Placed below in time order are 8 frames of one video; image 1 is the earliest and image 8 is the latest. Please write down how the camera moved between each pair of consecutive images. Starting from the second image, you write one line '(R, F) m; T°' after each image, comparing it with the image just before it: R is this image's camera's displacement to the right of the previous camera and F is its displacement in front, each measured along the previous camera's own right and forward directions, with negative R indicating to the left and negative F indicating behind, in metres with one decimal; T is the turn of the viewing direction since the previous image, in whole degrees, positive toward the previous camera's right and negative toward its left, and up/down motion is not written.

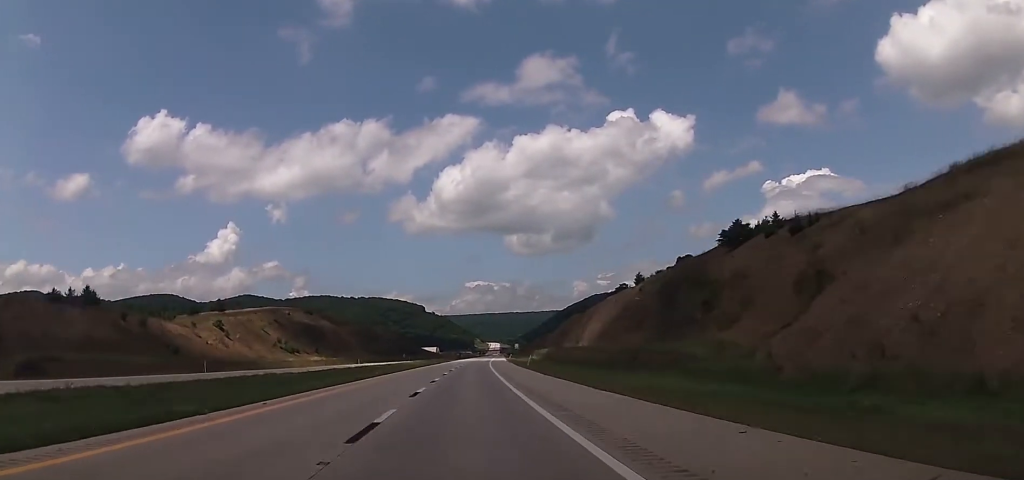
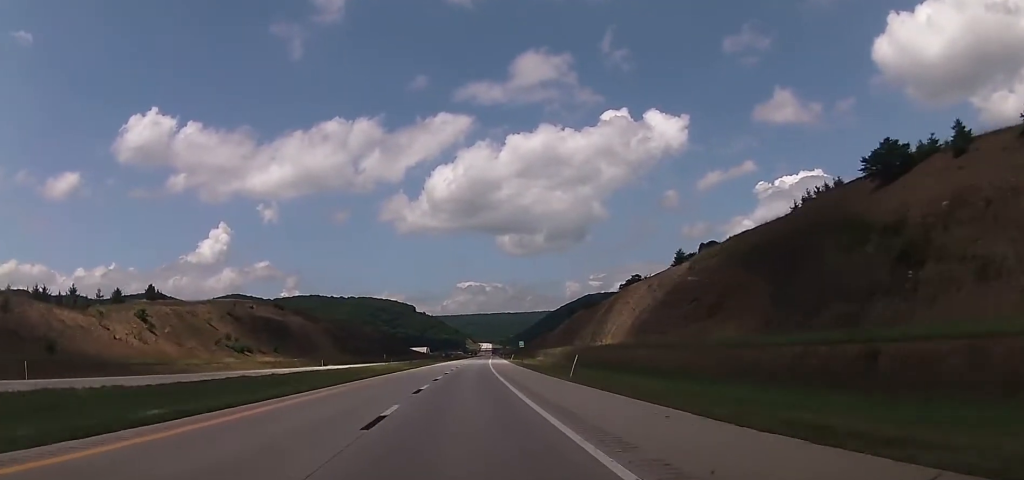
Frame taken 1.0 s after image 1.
(-0.3, +33.9) m; +1°
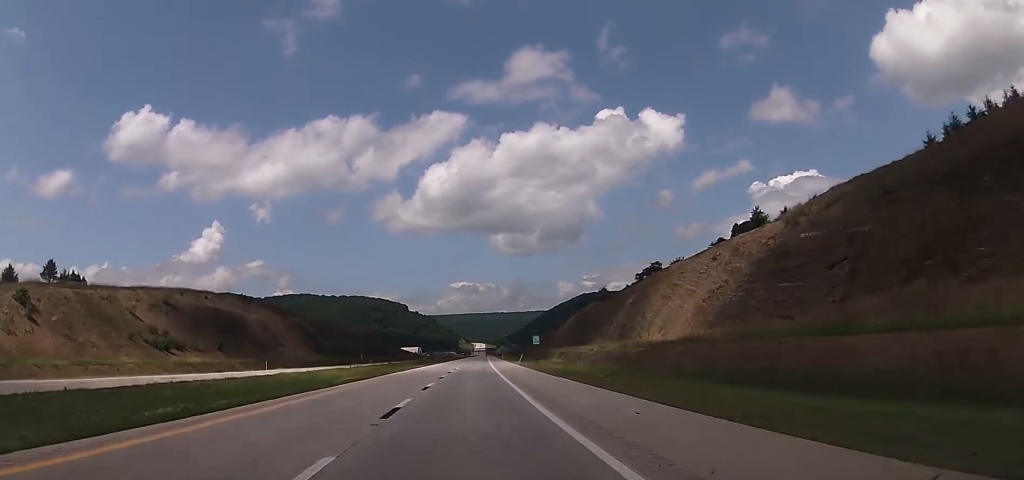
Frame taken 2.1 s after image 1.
(+0.7, +34.0) m; +2°
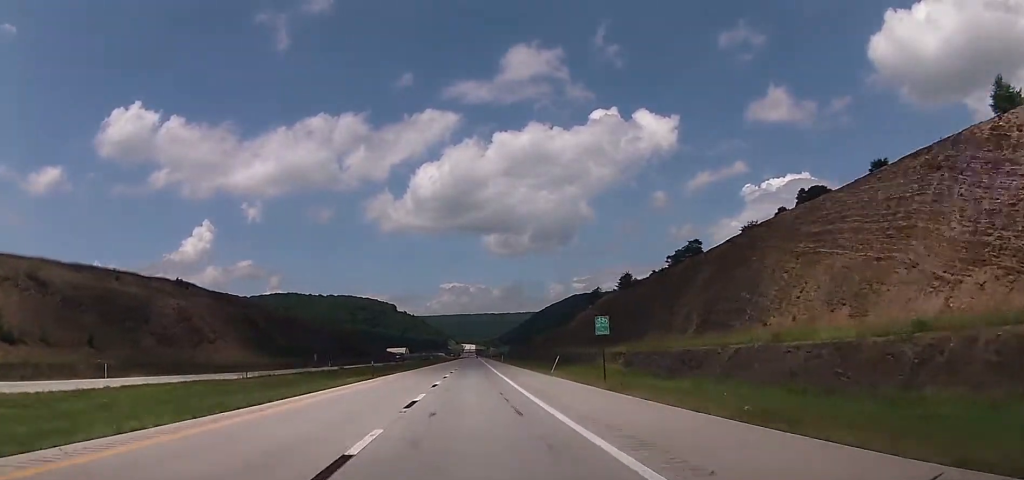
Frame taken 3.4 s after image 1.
(+0.2, +45.0) m; 0°
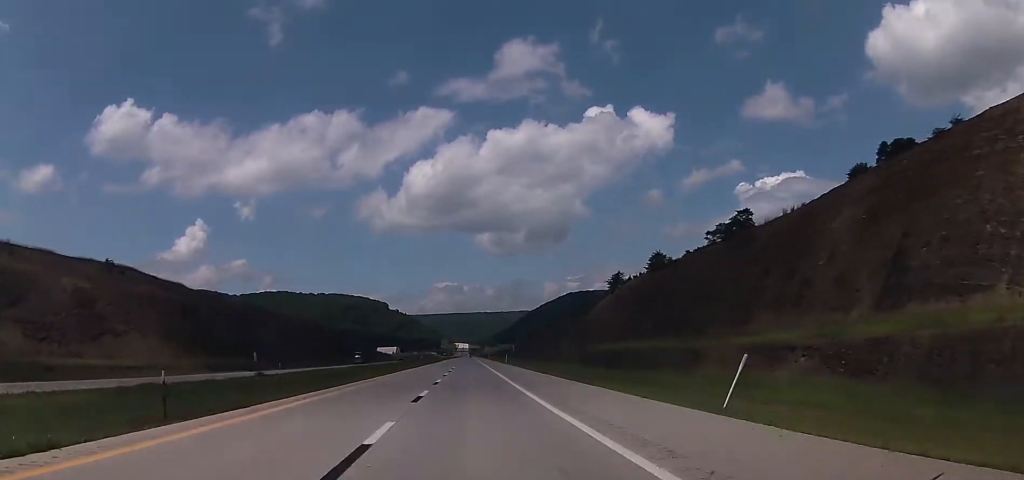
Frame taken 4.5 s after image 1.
(0.0, +35.1) m; +1°
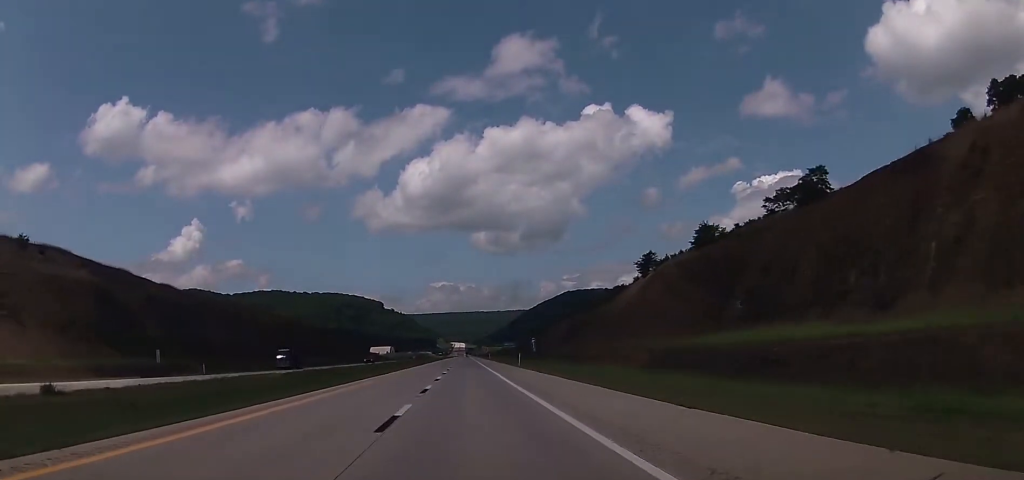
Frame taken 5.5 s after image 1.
(+0.3, +31.9) m; +1°
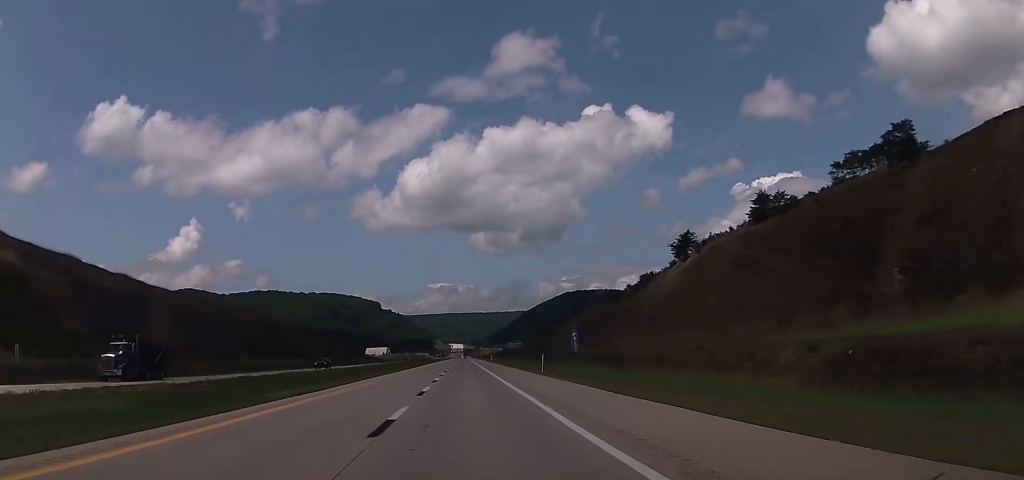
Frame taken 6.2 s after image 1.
(+0.2, +24.2) m; 0°
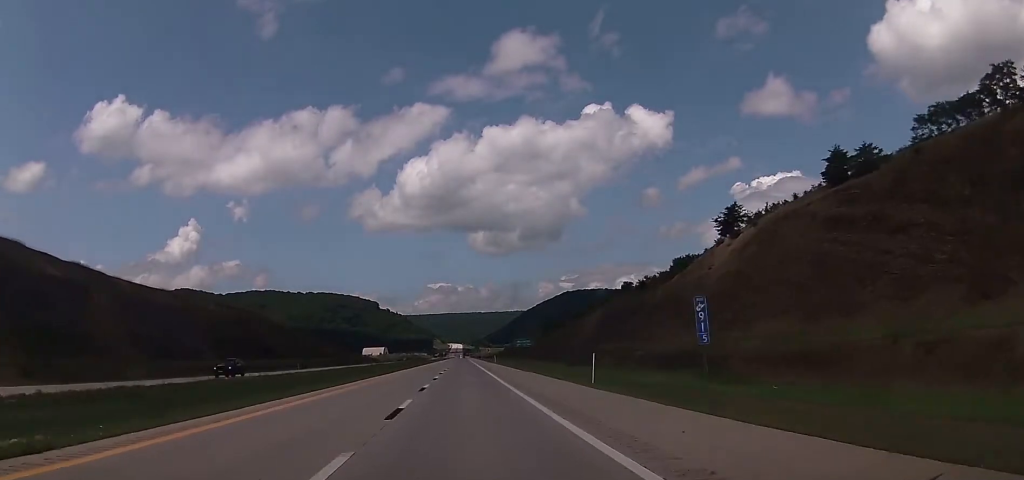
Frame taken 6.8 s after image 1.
(0.0, +20.9) m; 0°
